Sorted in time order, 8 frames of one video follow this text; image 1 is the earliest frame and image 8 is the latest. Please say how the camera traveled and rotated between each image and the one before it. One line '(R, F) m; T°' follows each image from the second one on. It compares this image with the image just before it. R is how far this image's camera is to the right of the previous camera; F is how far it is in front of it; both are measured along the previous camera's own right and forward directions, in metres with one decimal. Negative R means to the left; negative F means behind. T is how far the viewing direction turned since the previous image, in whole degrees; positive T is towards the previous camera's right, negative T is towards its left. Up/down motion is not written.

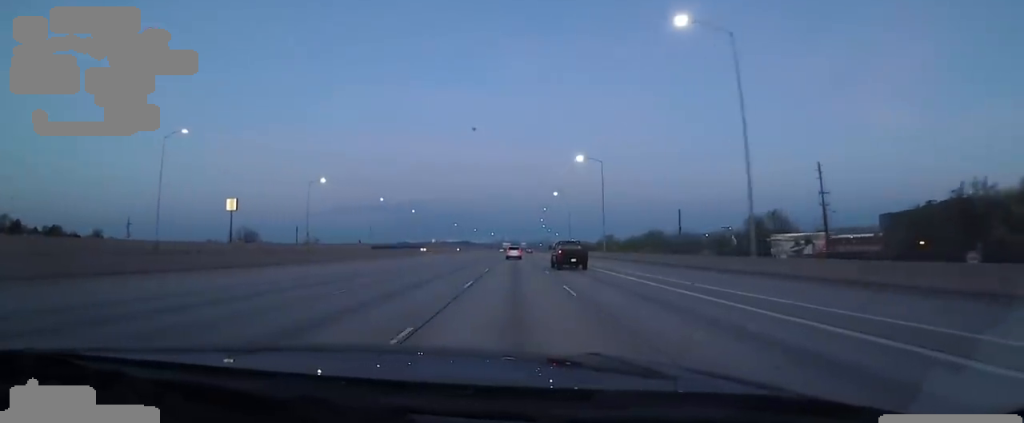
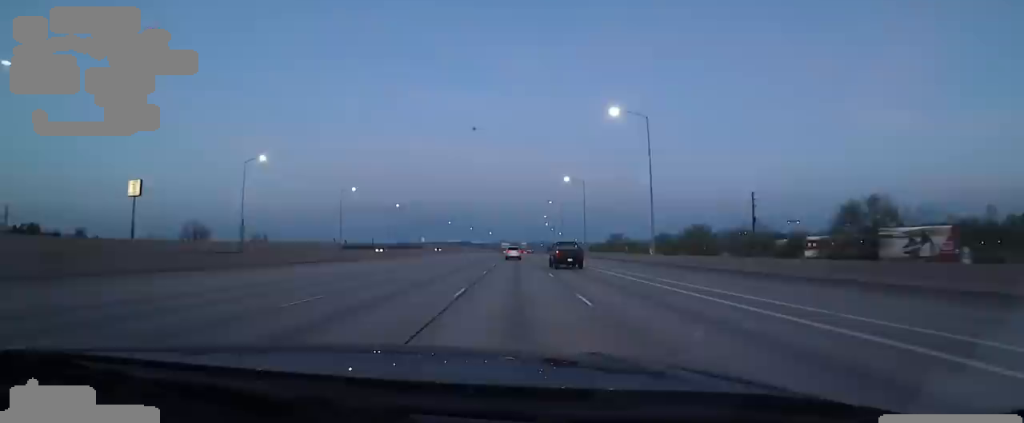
(+1.0, +26.7) m; 0°
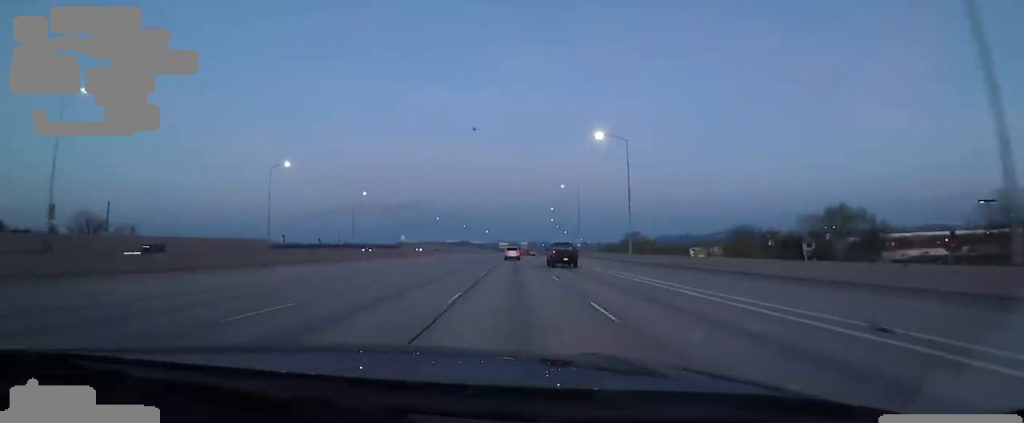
(-1.4, +38.6) m; -2°
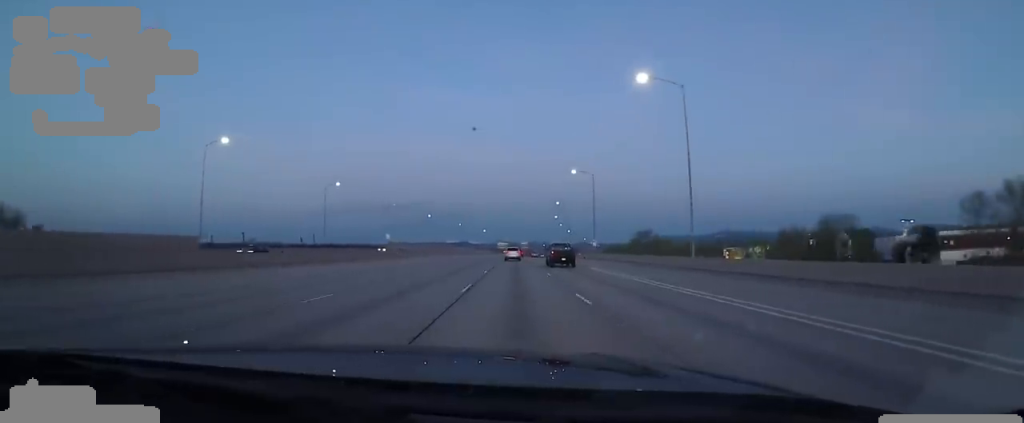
(+0.1, +21.2) m; -1°
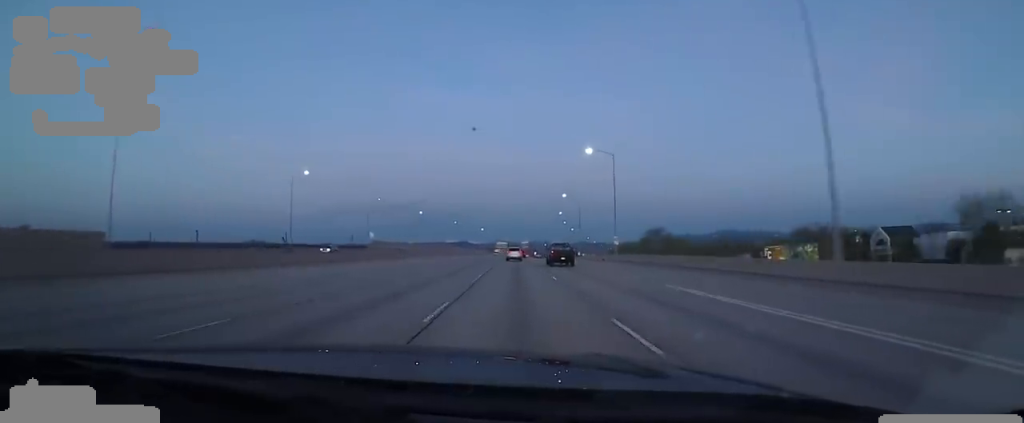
(-0.2, +18.2) m; 0°
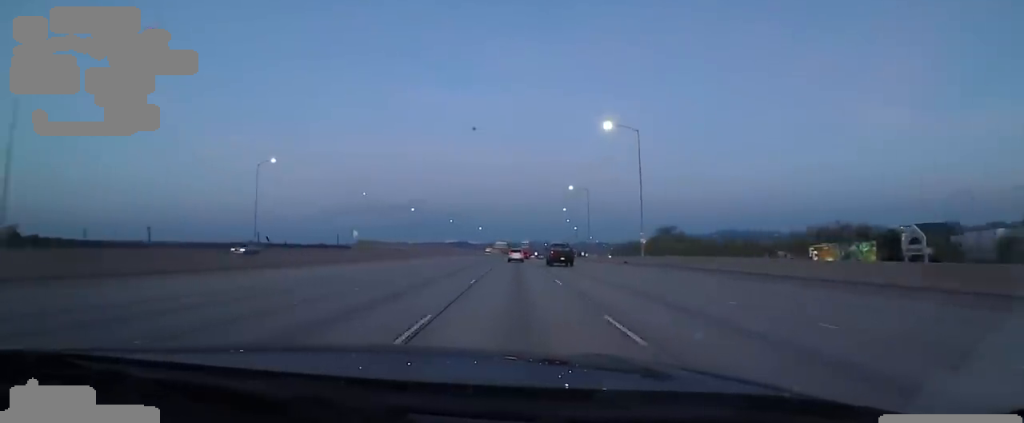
(-0.1, +14.4) m; 0°
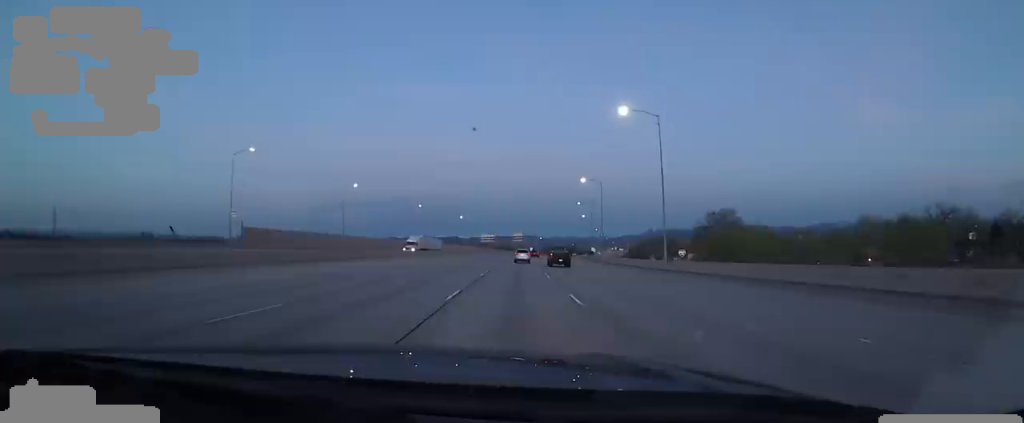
(+2.0, +54.8) m; +3°
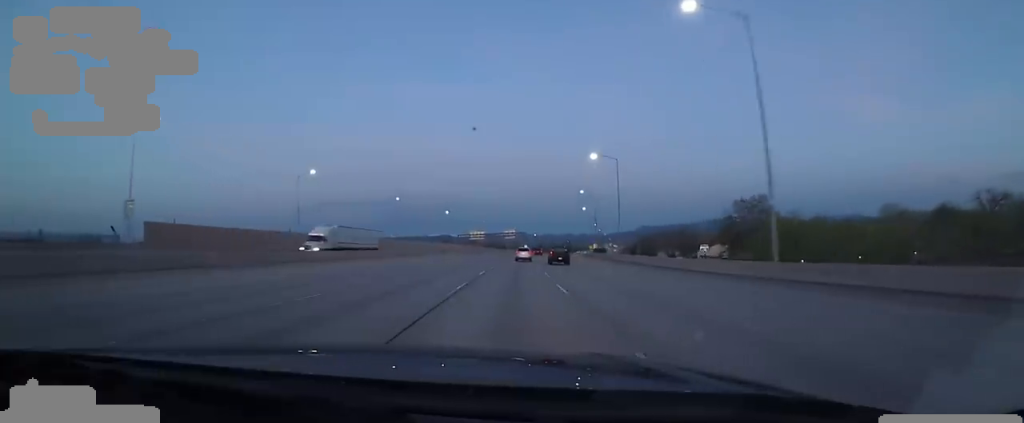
(-0.2, +21.9) m; +1°
